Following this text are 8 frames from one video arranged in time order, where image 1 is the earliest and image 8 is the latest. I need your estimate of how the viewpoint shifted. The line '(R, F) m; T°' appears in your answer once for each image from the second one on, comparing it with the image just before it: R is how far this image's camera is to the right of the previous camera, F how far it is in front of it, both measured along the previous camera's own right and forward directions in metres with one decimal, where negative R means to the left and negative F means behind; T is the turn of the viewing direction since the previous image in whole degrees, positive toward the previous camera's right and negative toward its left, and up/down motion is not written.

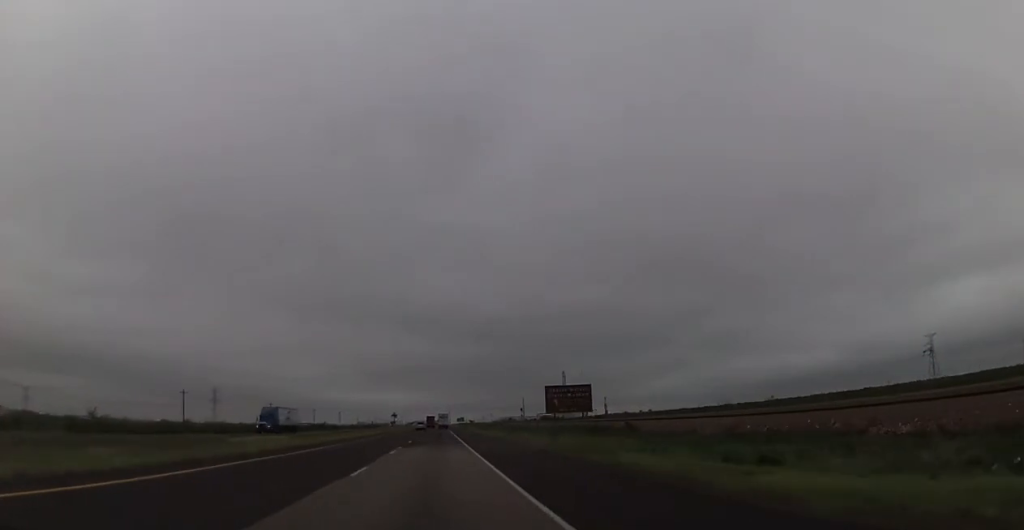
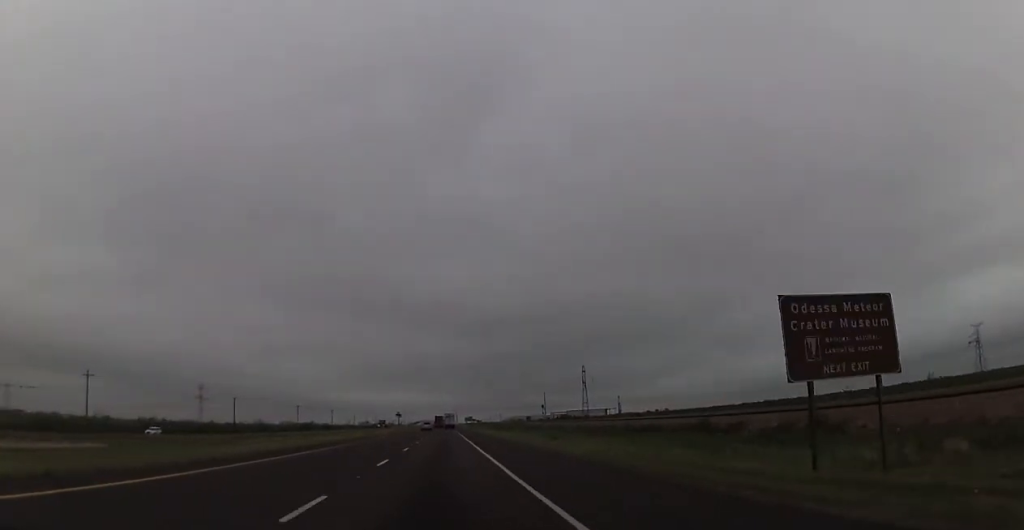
(-0.4, +49.6) m; -1°
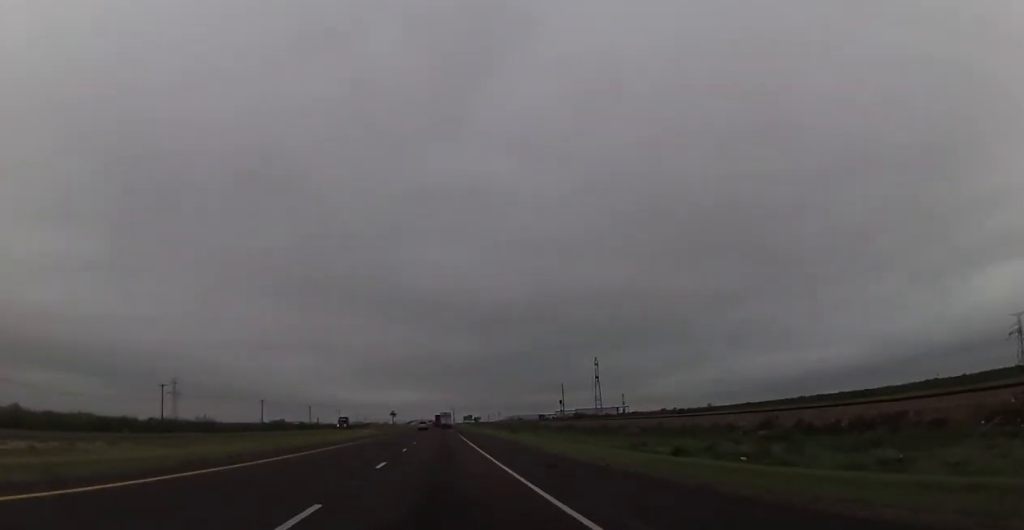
(-0.3, +49.7) m; 0°
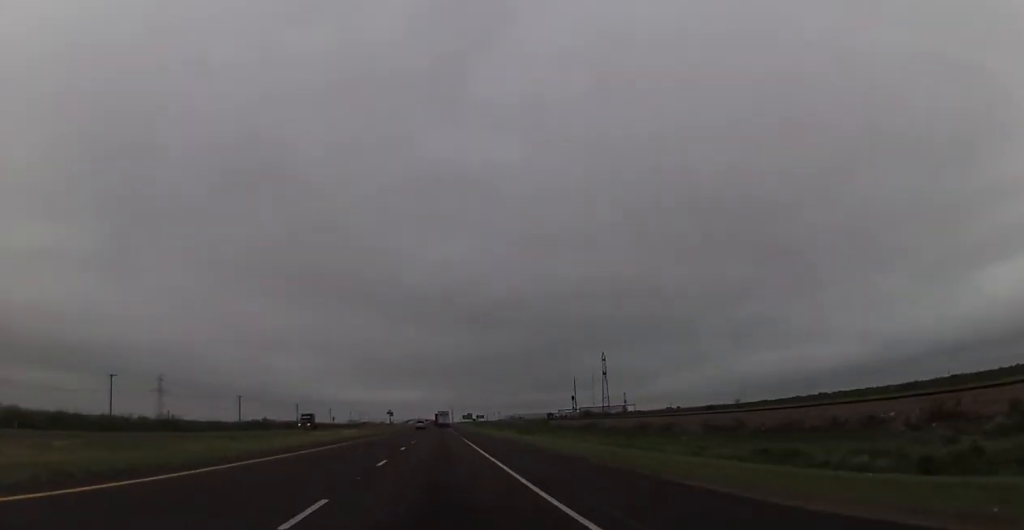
(+0.3, +23.6) m; 0°
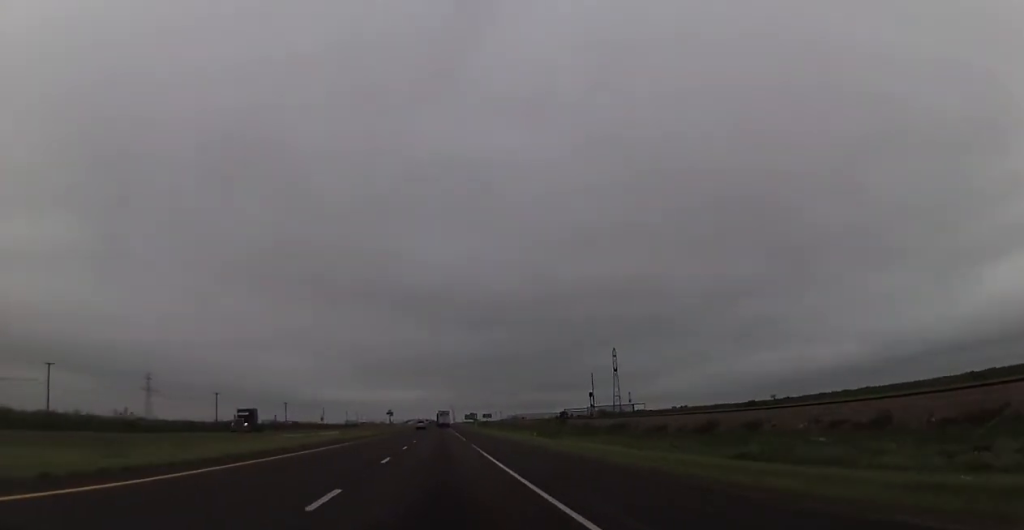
(0.0, +22.5) m; 0°
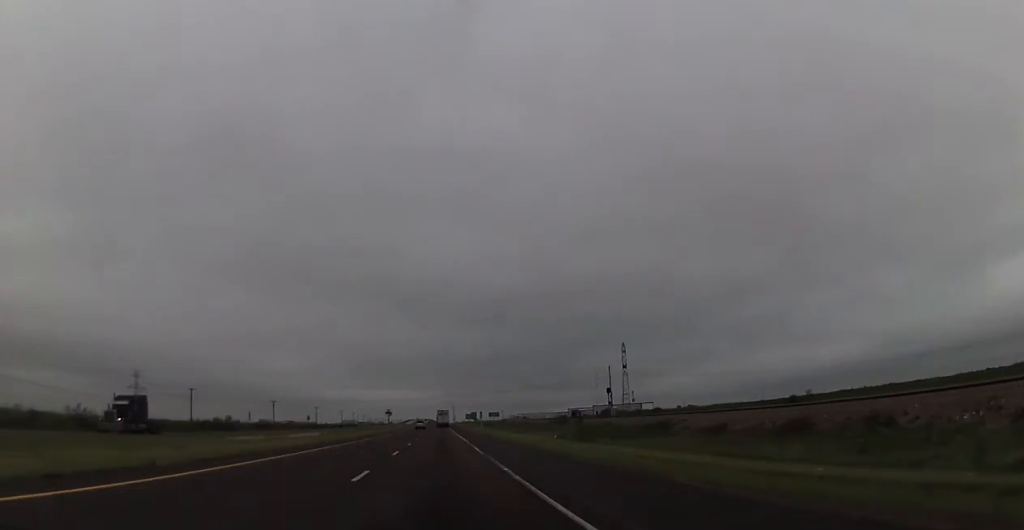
(-0.3, +18.9) m; 0°
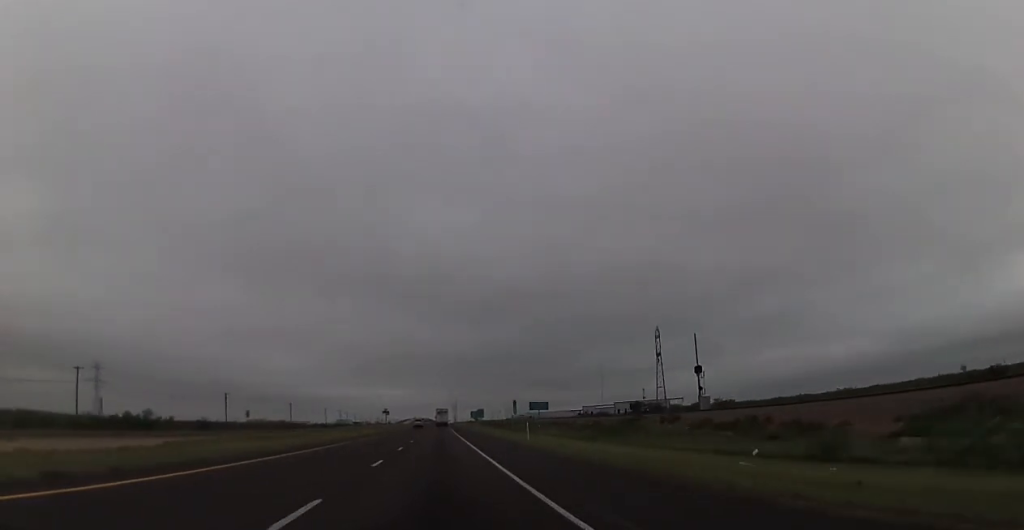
(+0.2, +55.6) m; 0°
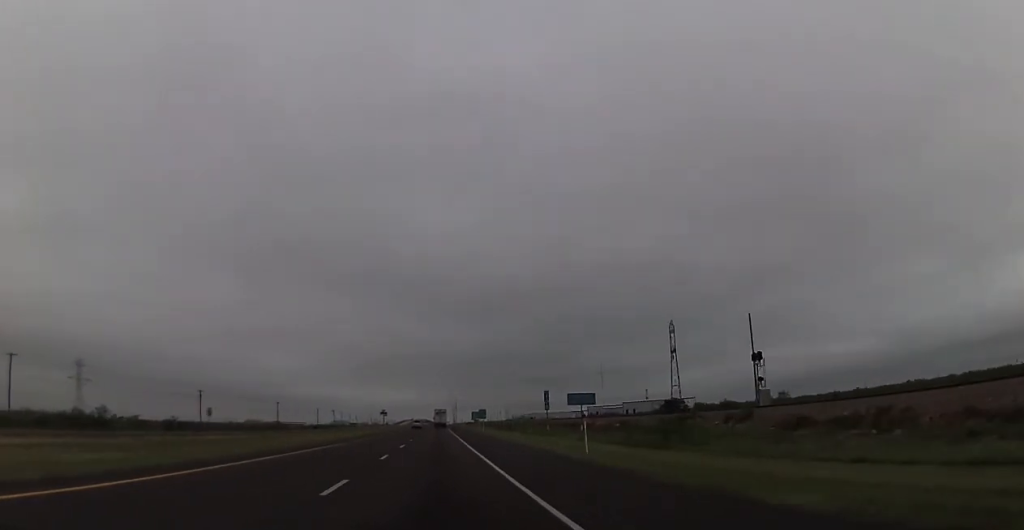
(-0.3, +20.1) m; 0°
